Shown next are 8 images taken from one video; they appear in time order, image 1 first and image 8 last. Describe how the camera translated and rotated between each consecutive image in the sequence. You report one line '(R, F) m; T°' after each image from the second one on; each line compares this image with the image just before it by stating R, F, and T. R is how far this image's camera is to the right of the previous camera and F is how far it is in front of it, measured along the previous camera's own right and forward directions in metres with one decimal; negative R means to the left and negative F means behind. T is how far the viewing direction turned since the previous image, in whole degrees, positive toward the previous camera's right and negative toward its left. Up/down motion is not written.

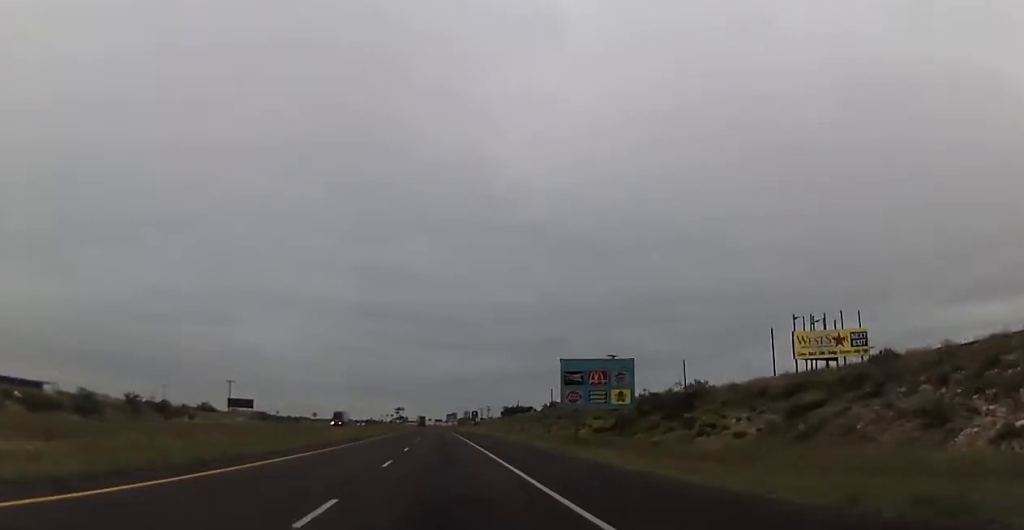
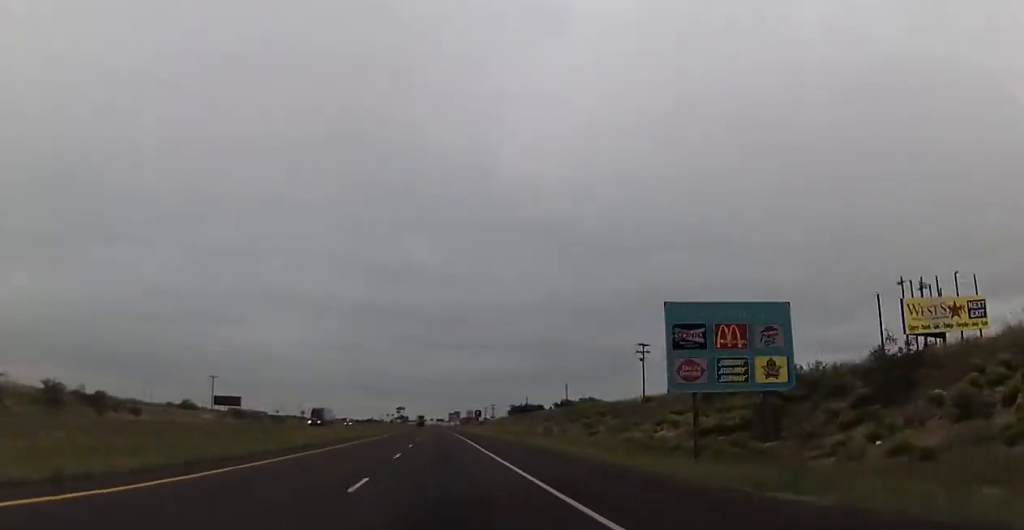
(-0.2, +19.8) m; 0°
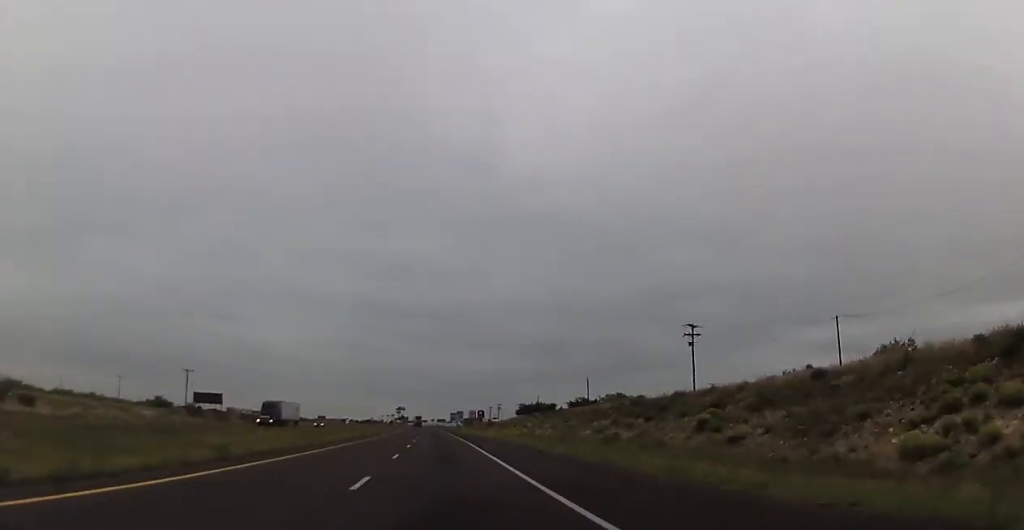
(-0.1, +23.5) m; 0°
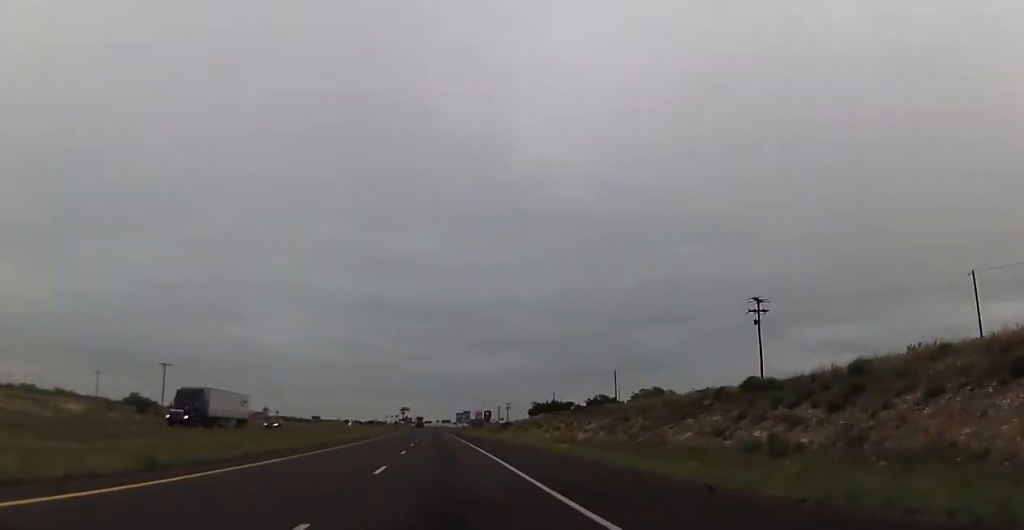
(0.0, +19.8) m; 0°
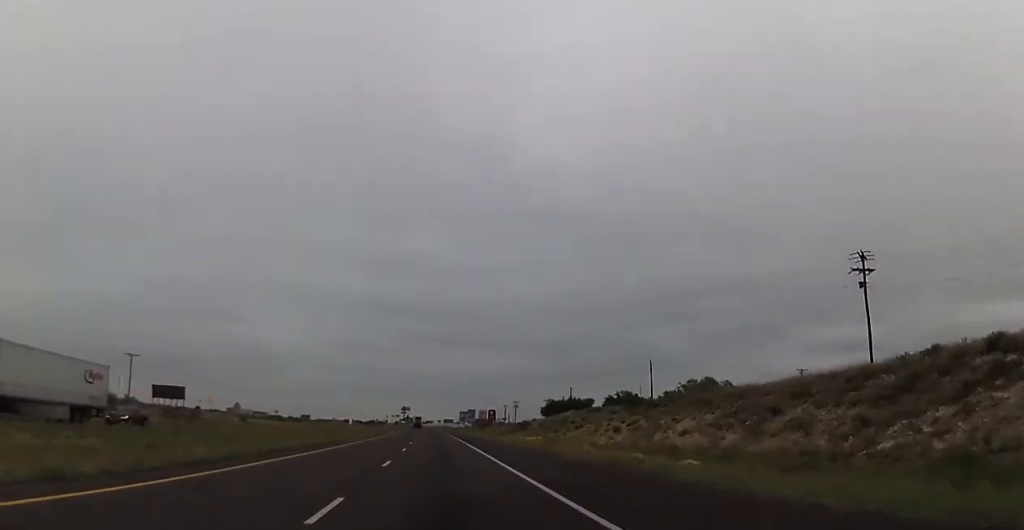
(0.0, +21.1) m; 0°
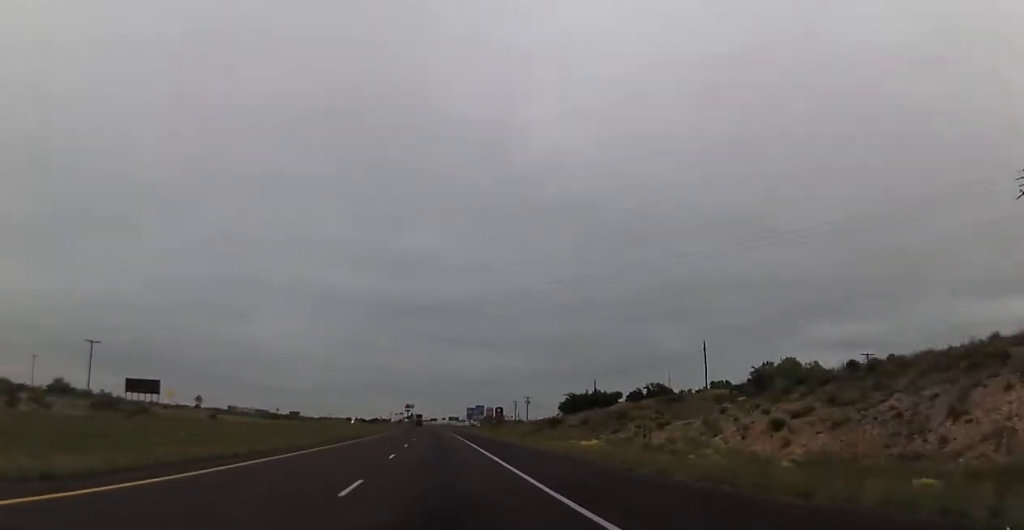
(+0.1, +21.1) m; -1°
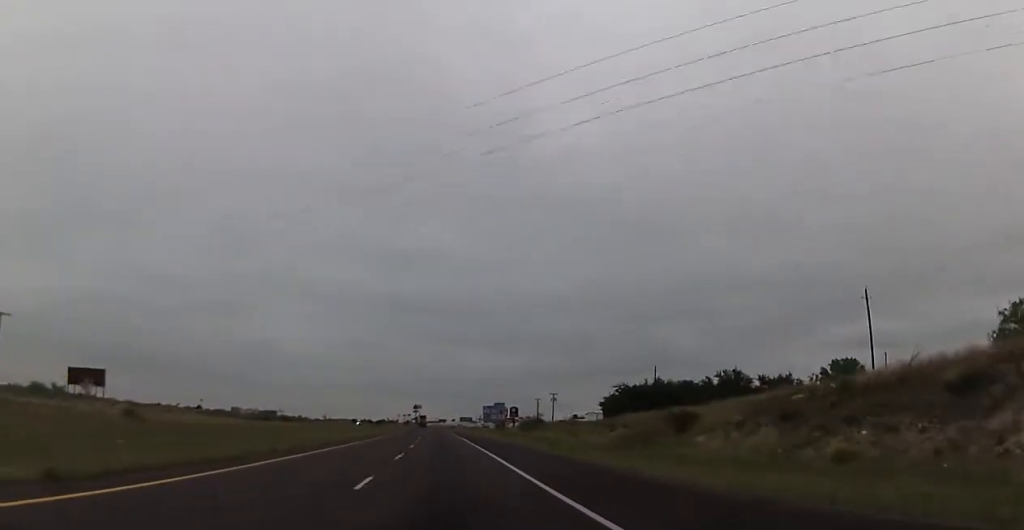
(-0.5, +34.7) m; -1°
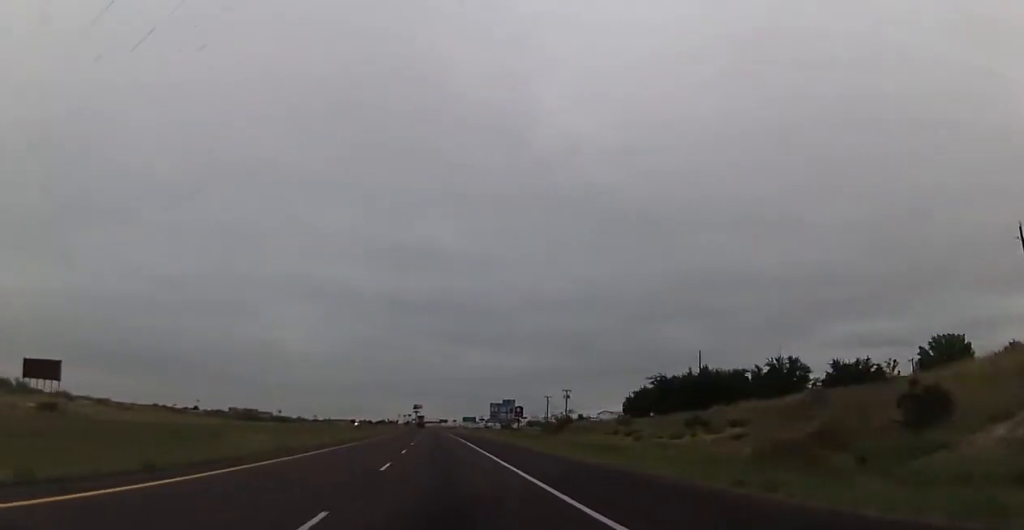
(0.0, +18.6) m; 0°
